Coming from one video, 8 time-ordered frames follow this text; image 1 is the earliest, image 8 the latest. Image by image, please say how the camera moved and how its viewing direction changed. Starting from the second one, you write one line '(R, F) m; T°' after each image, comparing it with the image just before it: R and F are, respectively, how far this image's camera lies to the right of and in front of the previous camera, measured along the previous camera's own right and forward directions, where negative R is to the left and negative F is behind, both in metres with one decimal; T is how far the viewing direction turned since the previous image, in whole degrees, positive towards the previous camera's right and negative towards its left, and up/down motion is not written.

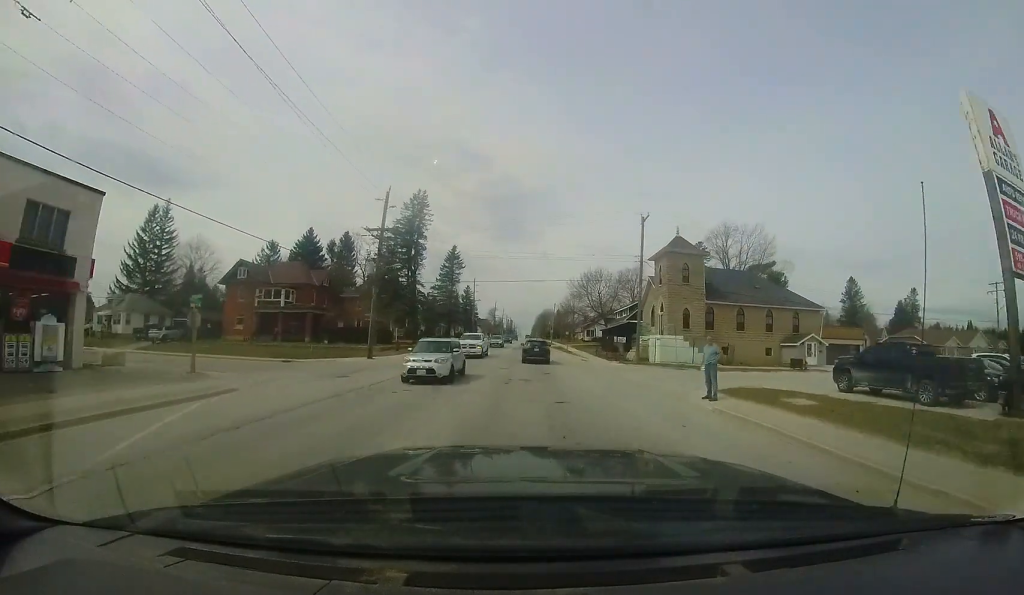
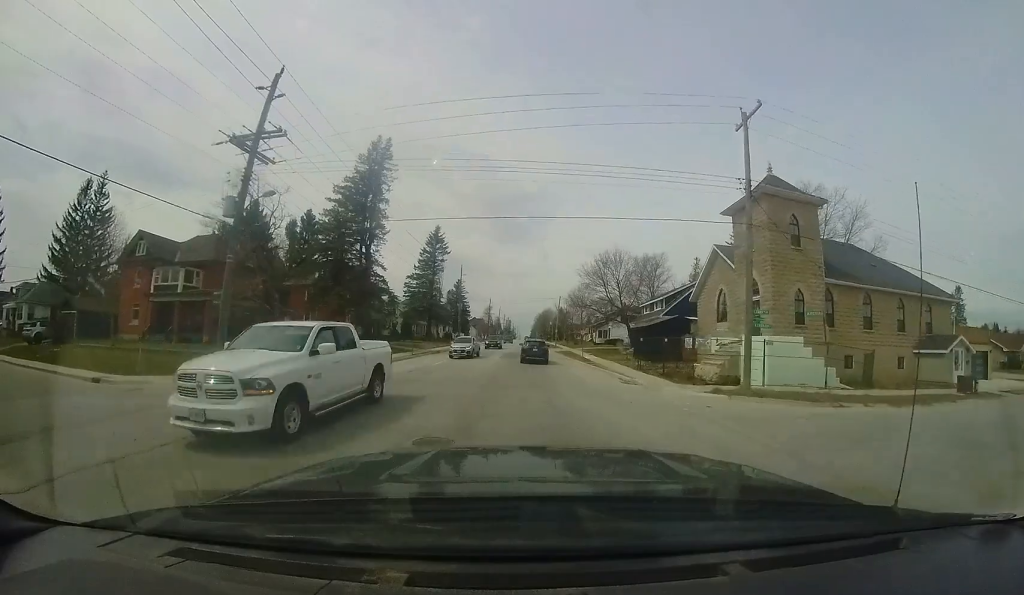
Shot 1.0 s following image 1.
(0.0, +14.2) m; 0°
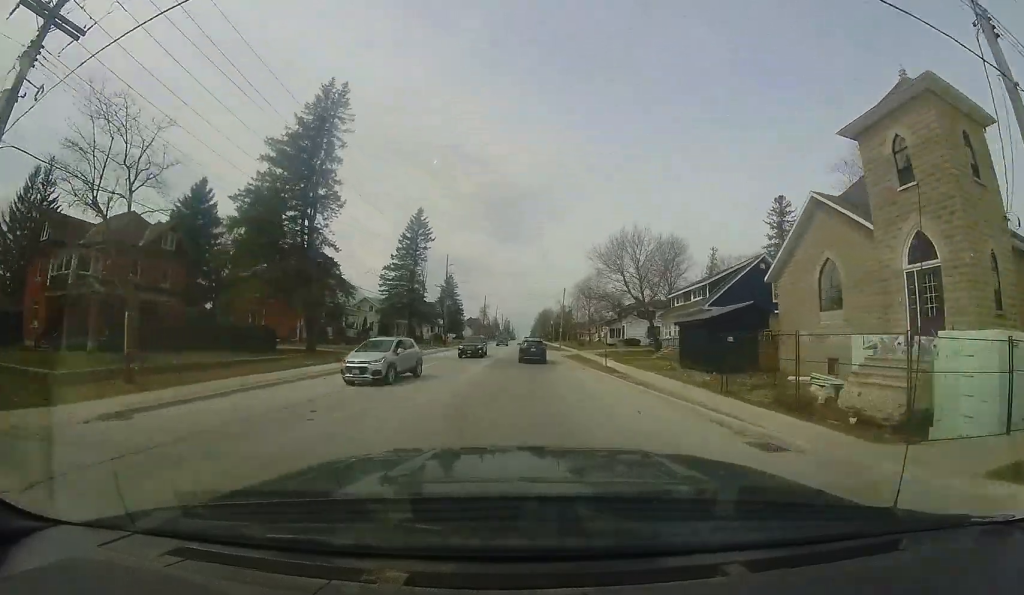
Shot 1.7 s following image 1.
(0.0, +9.6) m; -2°
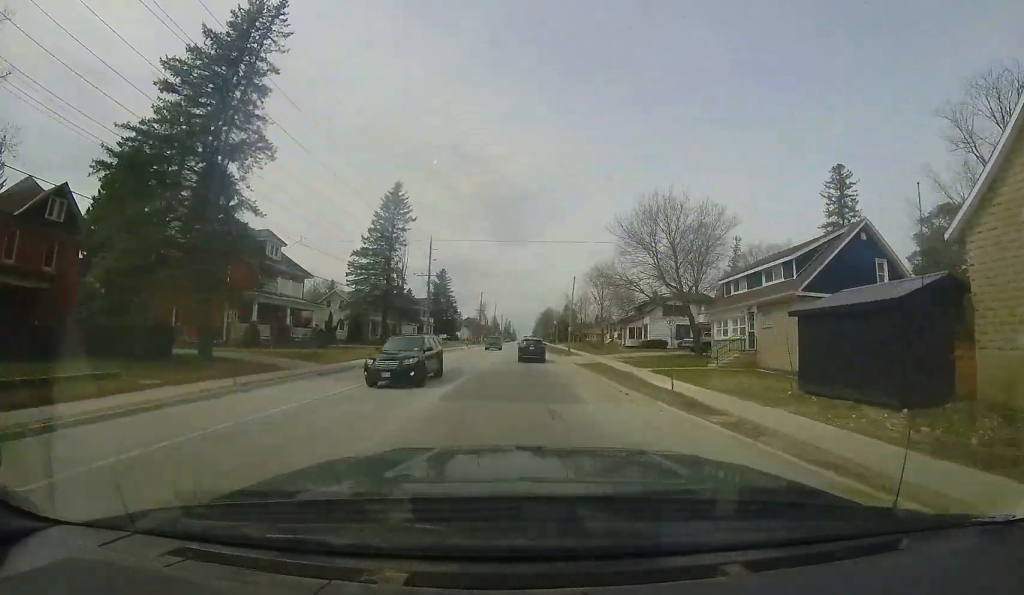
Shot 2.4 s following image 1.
(-0.1, +9.6) m; -1°
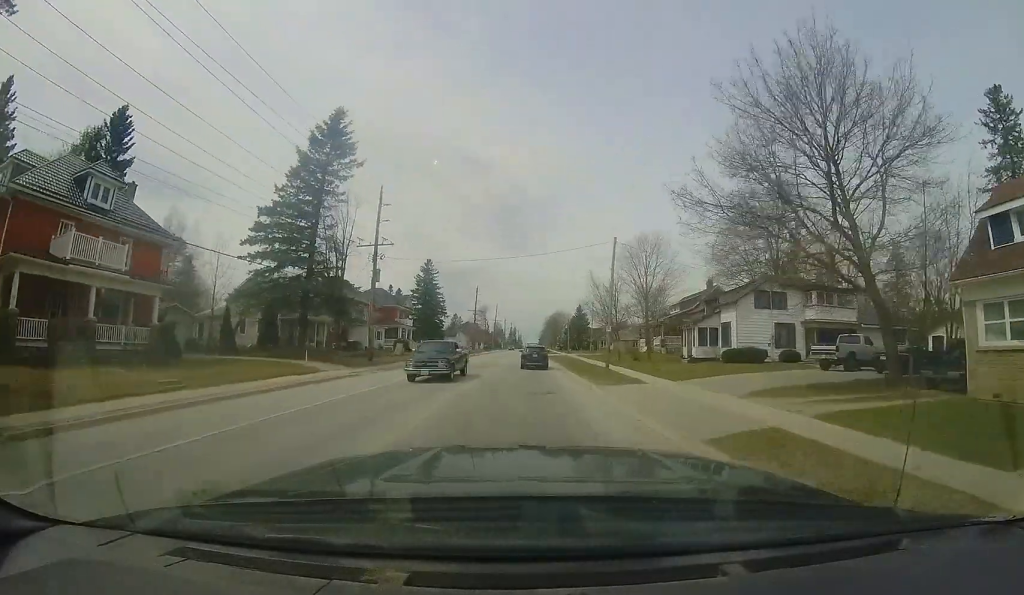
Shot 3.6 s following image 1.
(-0.3, +16.7) m; 0°
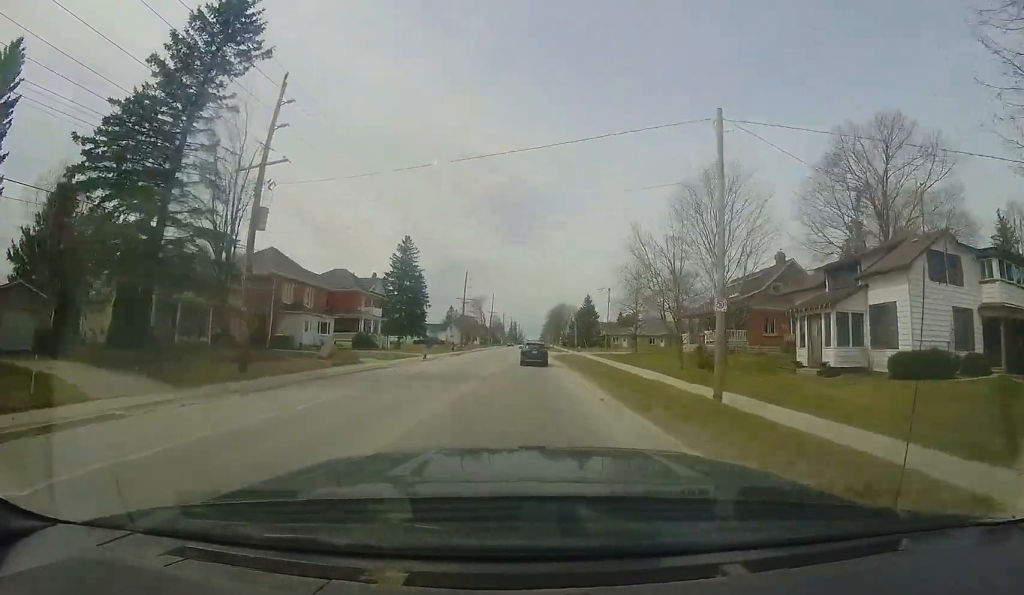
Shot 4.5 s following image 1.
(+0.2, +12.8) m; +2°
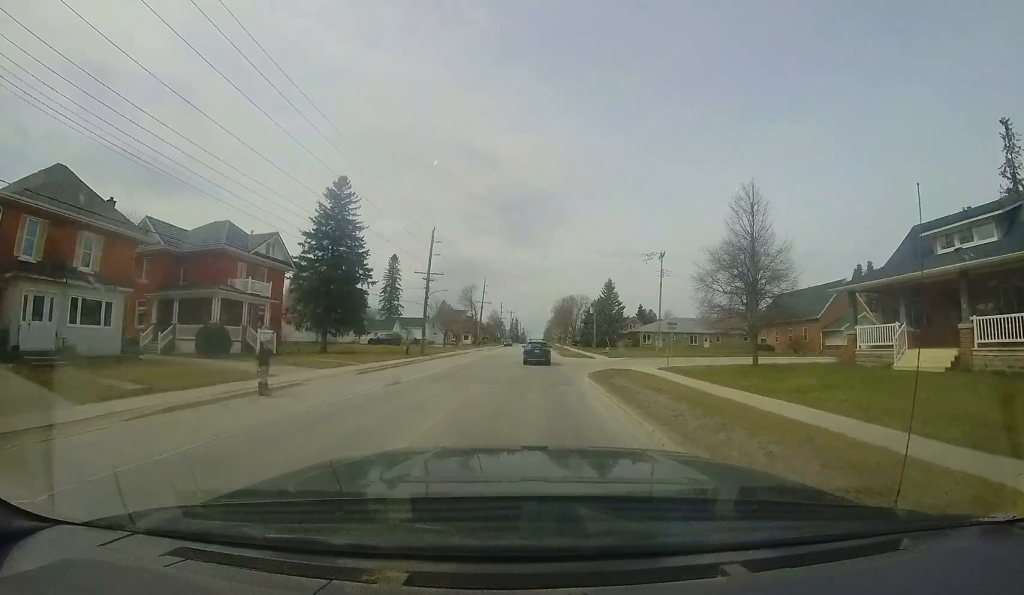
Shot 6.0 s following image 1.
(+0.5, +21.5) m; 0°
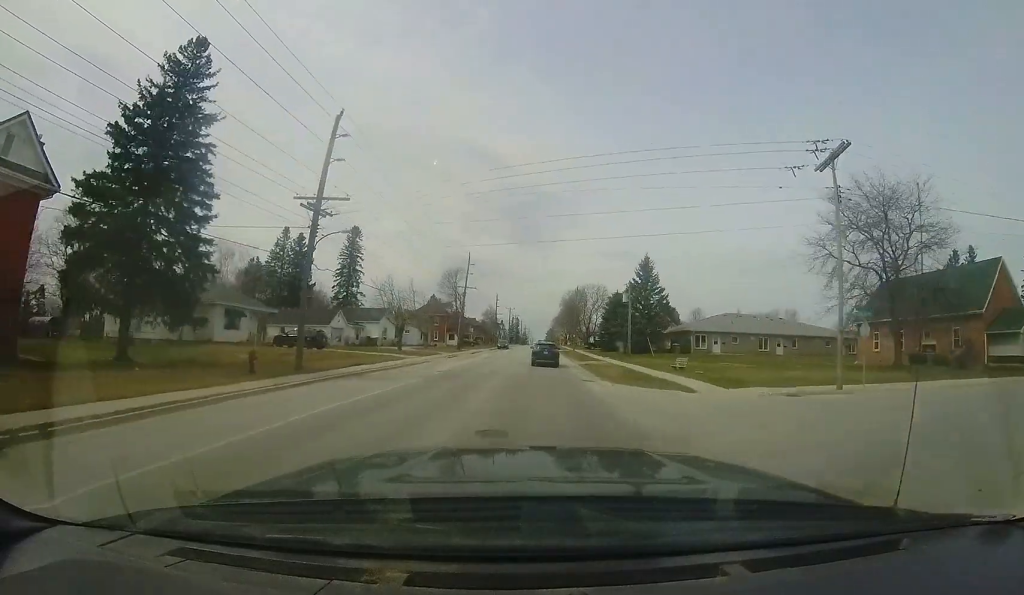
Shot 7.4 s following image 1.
(-0.6, +20.5) m; -1°
